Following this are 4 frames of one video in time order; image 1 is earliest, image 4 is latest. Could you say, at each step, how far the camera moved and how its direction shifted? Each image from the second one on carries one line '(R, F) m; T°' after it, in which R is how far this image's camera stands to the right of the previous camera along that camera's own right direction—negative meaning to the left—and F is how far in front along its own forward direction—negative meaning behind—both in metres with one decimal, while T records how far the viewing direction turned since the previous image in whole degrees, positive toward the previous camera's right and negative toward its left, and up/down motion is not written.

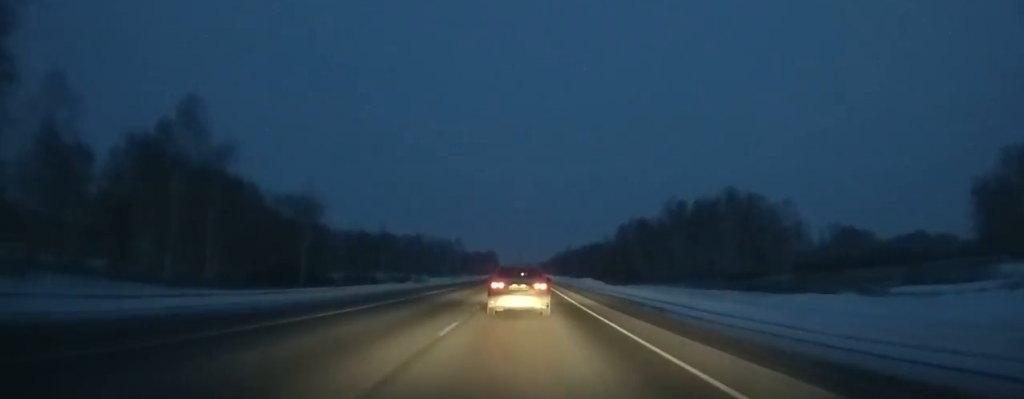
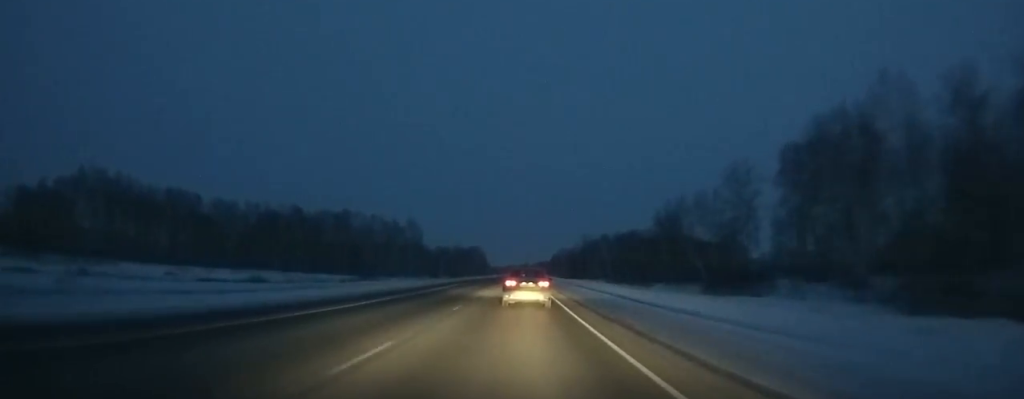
(+0.1, +141.3) m; 0°
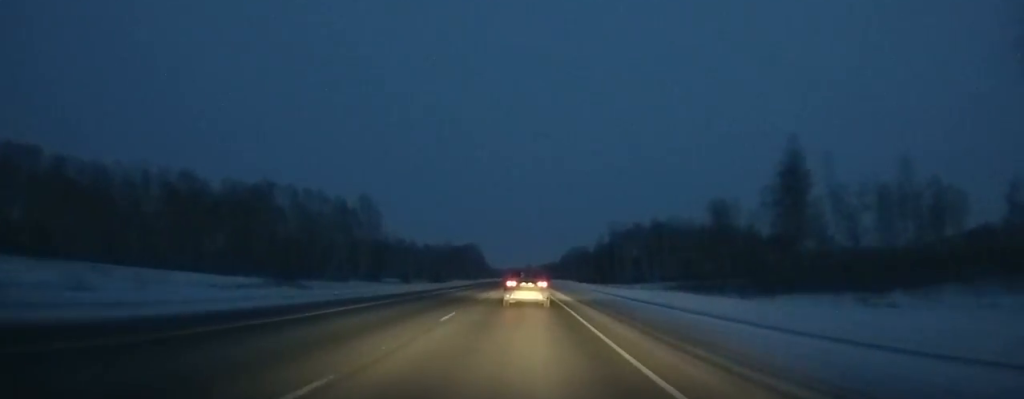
(-0.1, +74.7) m; 0°
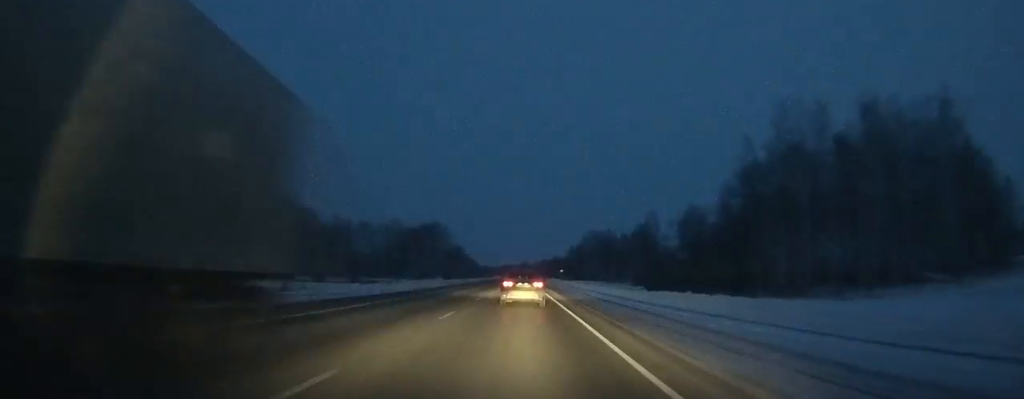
(+0.3, +143.1) m; 0°
